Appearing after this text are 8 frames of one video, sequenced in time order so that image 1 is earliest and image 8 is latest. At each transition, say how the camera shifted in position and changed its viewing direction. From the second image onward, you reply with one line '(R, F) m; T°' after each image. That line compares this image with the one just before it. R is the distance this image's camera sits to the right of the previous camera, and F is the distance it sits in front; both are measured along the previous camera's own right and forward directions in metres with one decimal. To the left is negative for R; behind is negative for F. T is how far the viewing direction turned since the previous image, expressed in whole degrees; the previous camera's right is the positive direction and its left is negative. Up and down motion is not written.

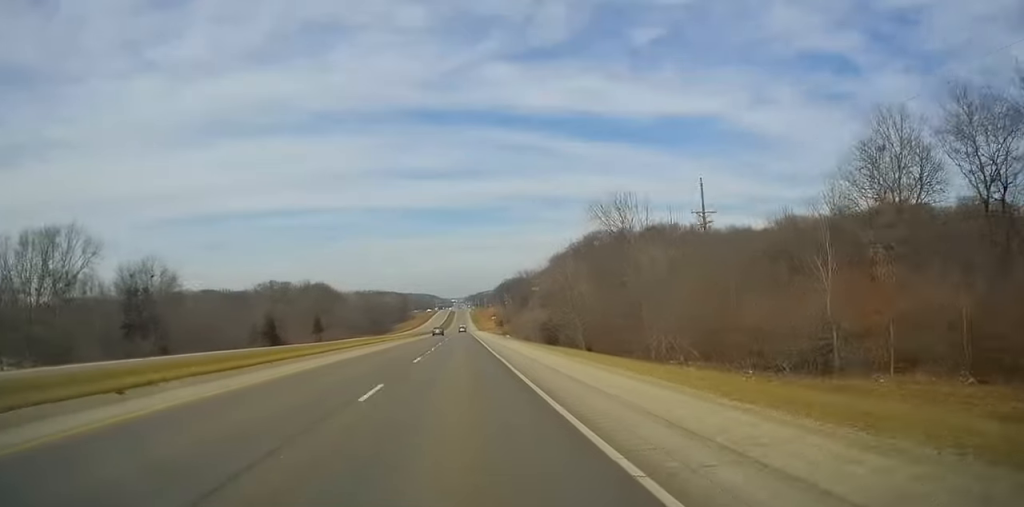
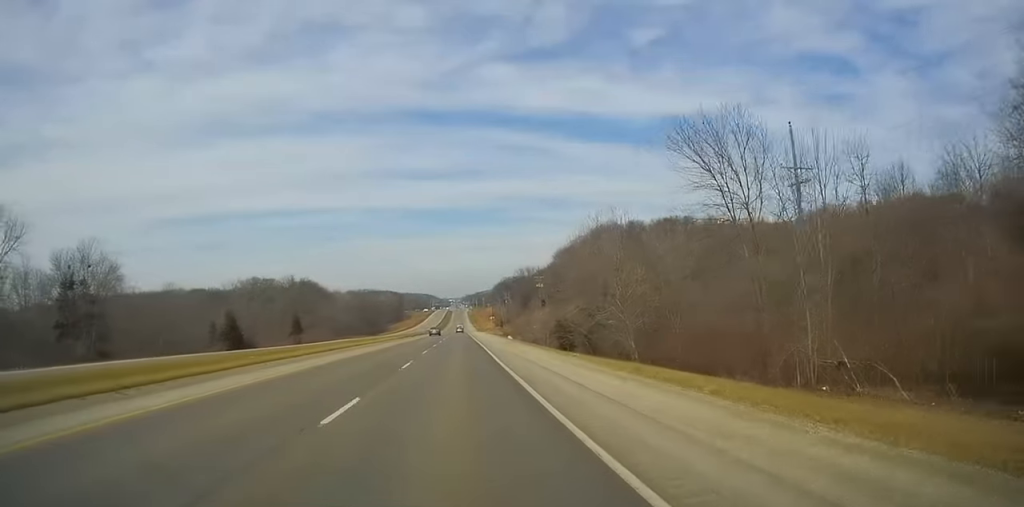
(-0.5, +15.2) m; -1°
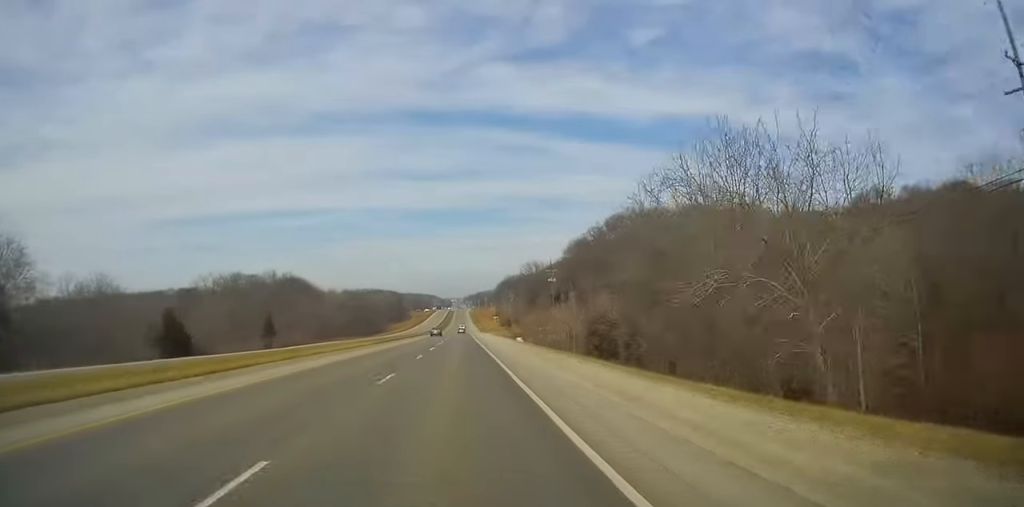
(0.0, +18.1) m; 0°
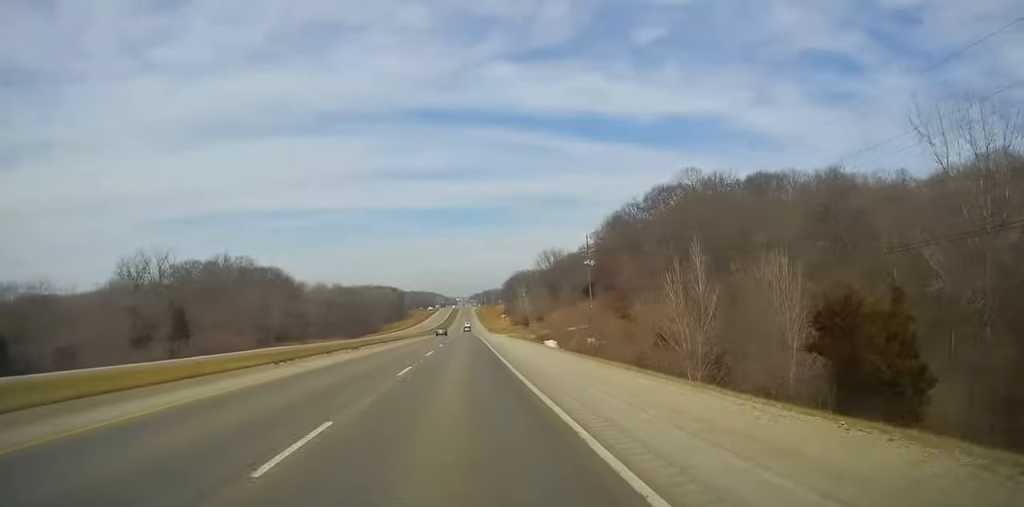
(+0.7, +33.3) m; 0°
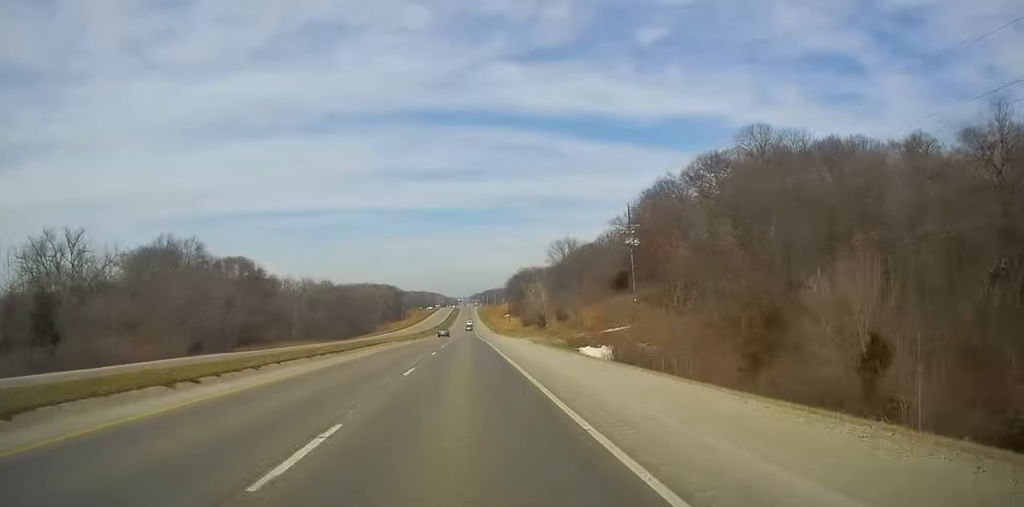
(-0.4, +24.5) m; 0°
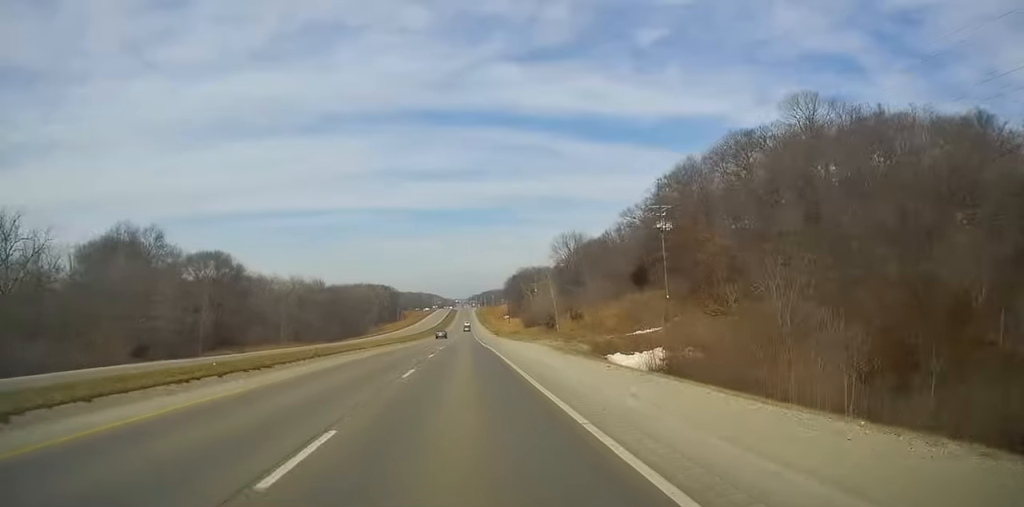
(-0.1, +12.3) m; 0°
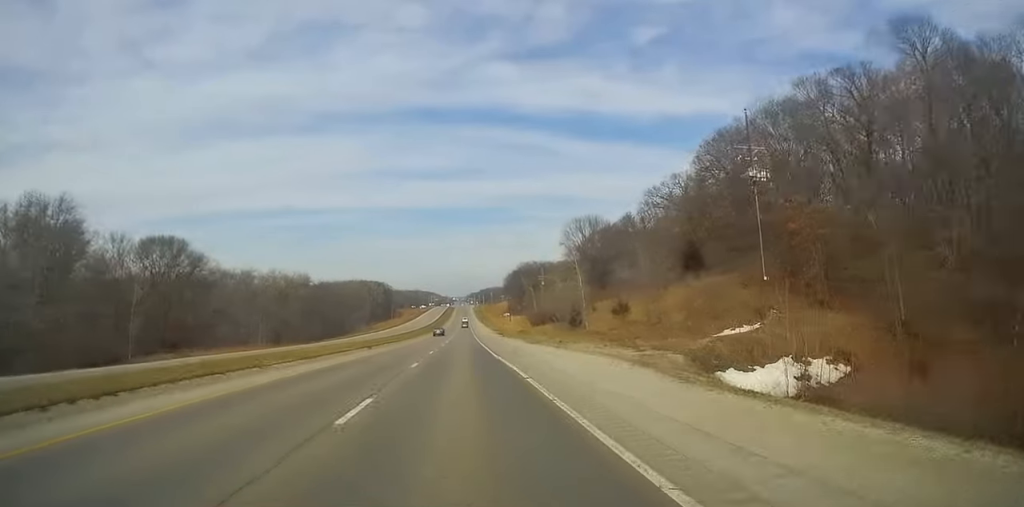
(+0.6, +20.7) m; 0°
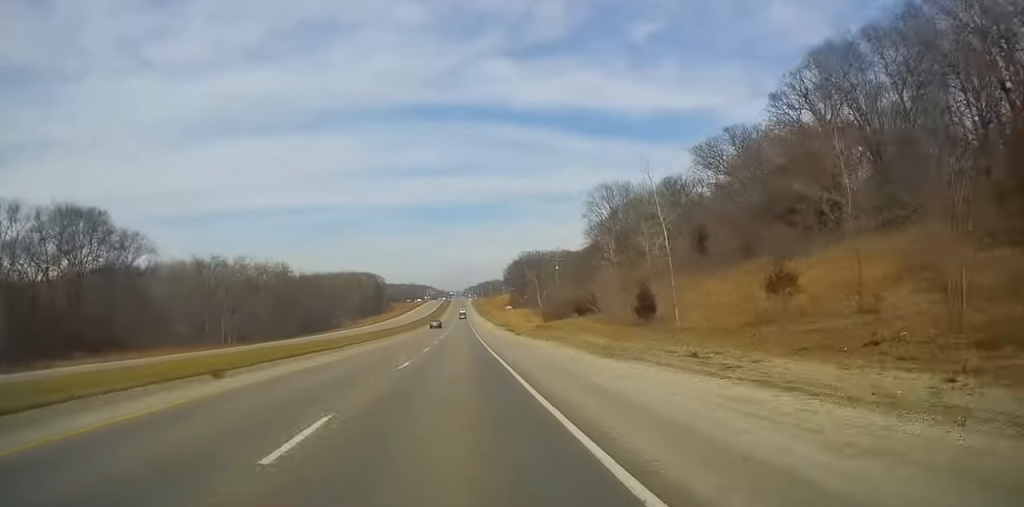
(-0.8, +27.2) m; -1°
